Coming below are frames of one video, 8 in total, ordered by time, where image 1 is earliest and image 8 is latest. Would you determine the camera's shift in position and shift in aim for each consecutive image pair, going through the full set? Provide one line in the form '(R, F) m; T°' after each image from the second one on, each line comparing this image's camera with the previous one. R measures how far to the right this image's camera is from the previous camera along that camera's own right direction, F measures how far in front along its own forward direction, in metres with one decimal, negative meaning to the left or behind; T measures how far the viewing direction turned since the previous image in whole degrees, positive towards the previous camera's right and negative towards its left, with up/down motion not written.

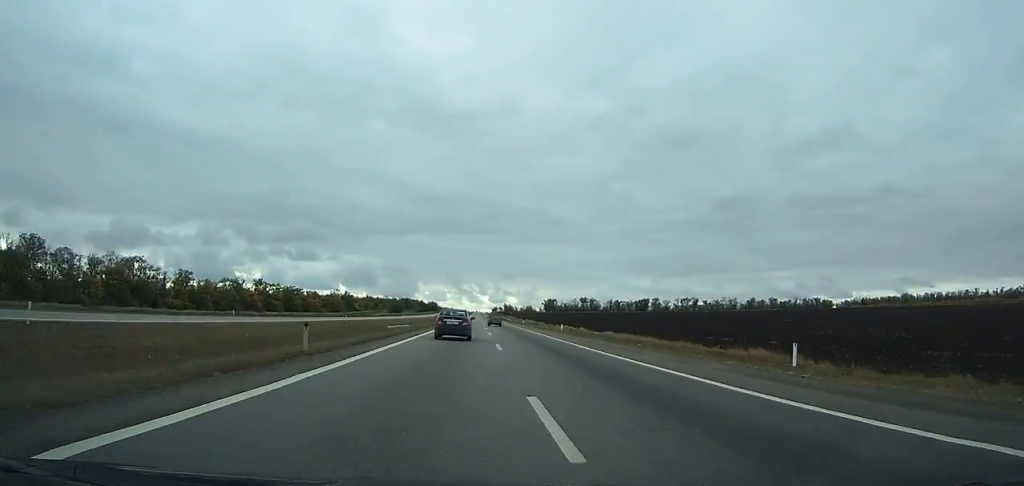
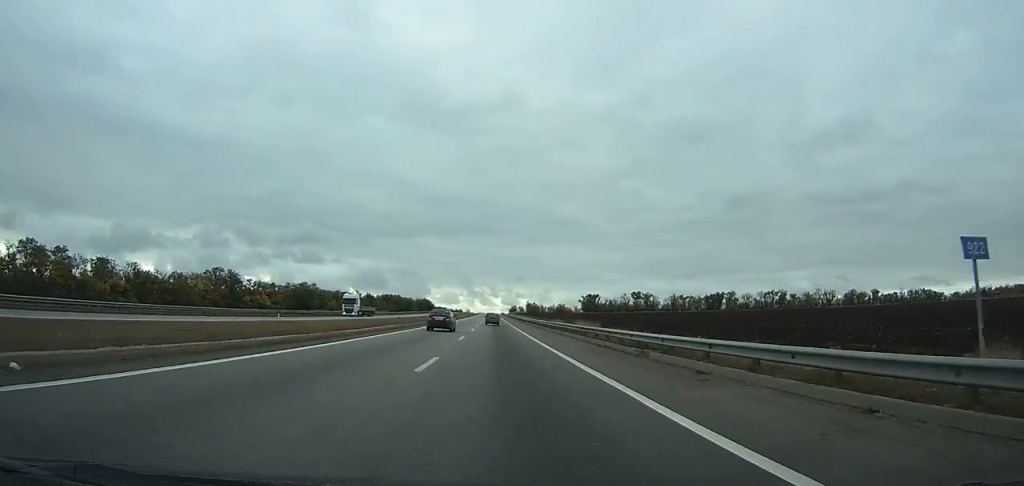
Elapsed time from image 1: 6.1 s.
(+0.1, +169.3) m; -1°
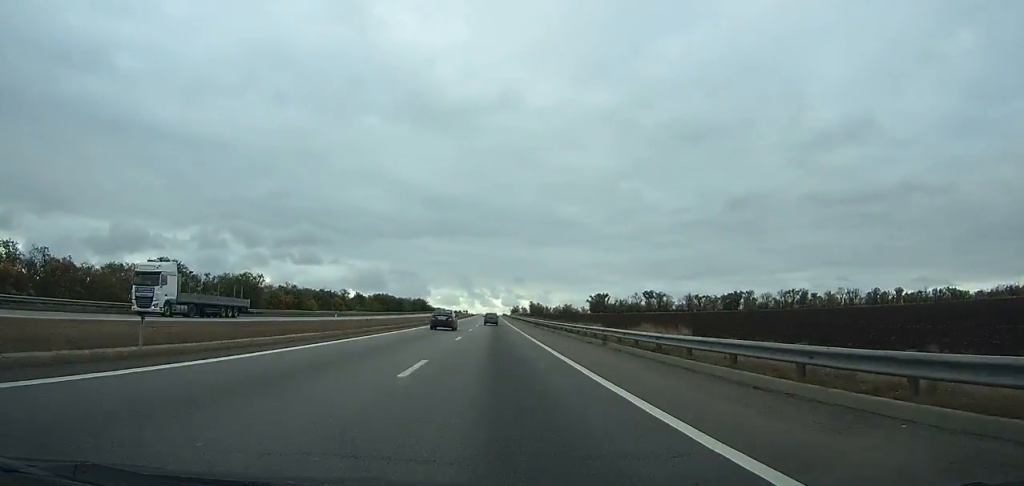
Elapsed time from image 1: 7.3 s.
(-0.1, +33.5) m; 0°
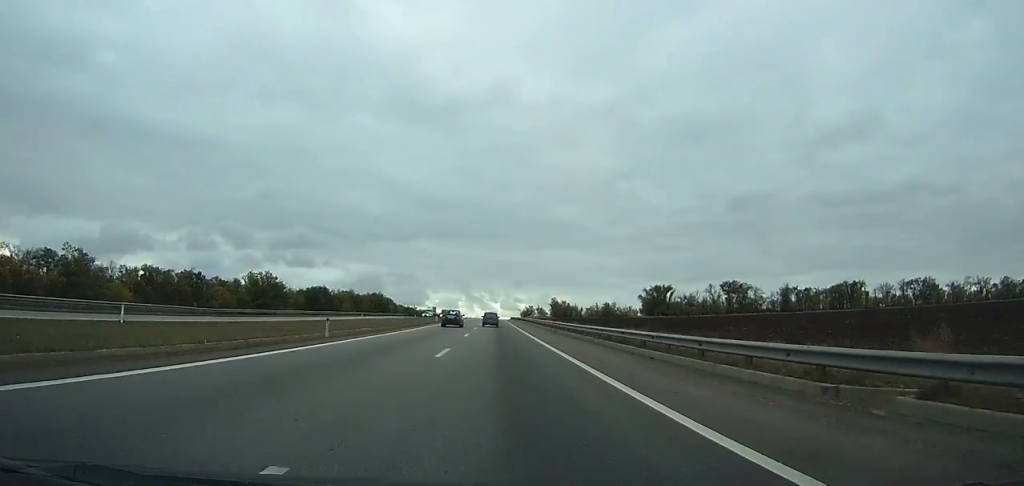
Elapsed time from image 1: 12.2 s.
(-0.6, +137.7) m; 0°
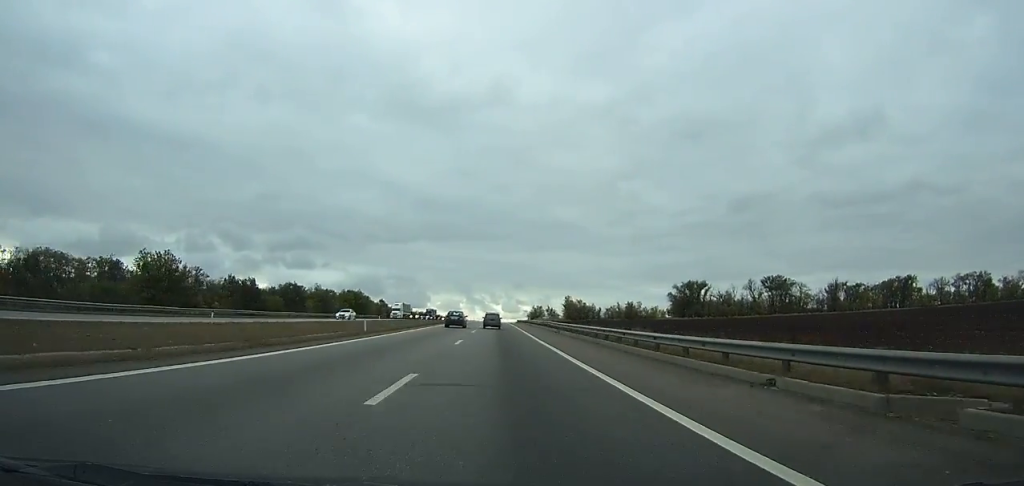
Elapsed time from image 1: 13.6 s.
(+0.1, +40.4) m; 0°
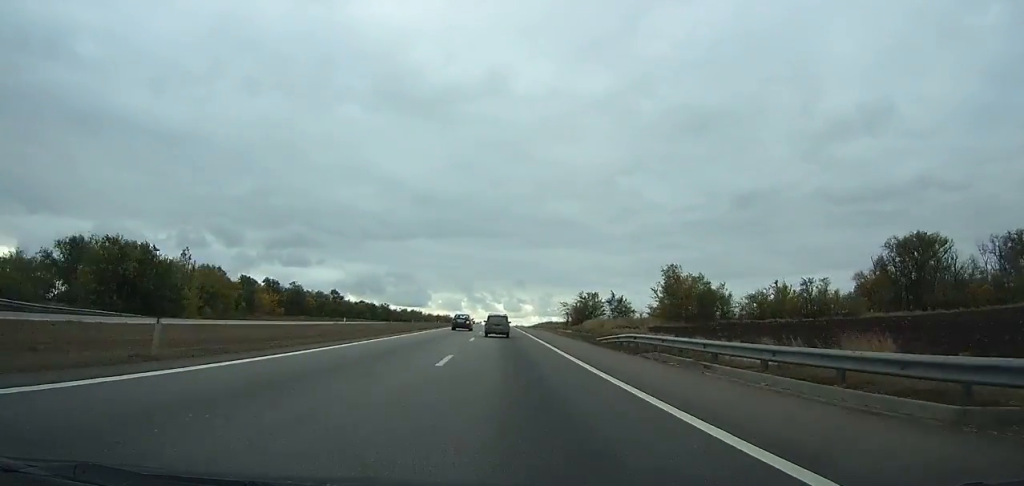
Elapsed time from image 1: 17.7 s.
(0.0, +120.4) m; 0°
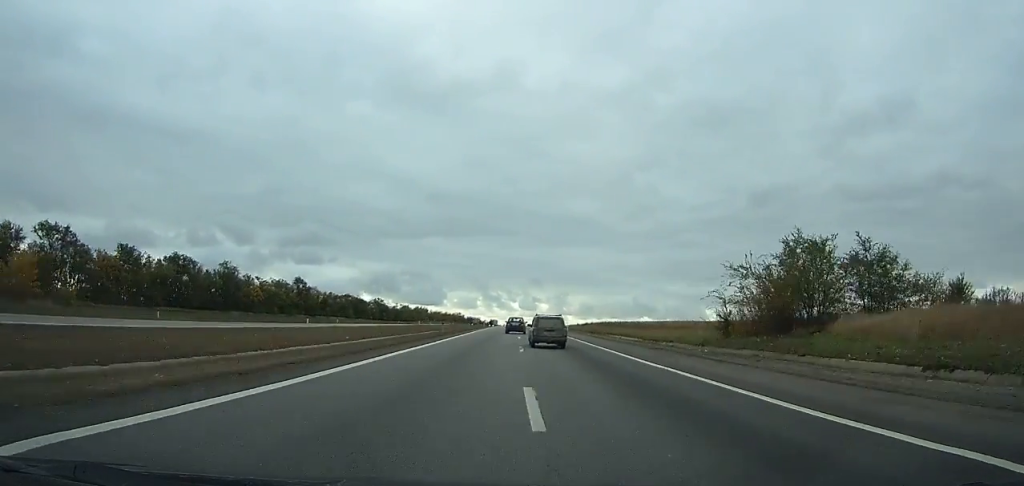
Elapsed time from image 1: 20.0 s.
(-0.5, +70.1) m; 0°
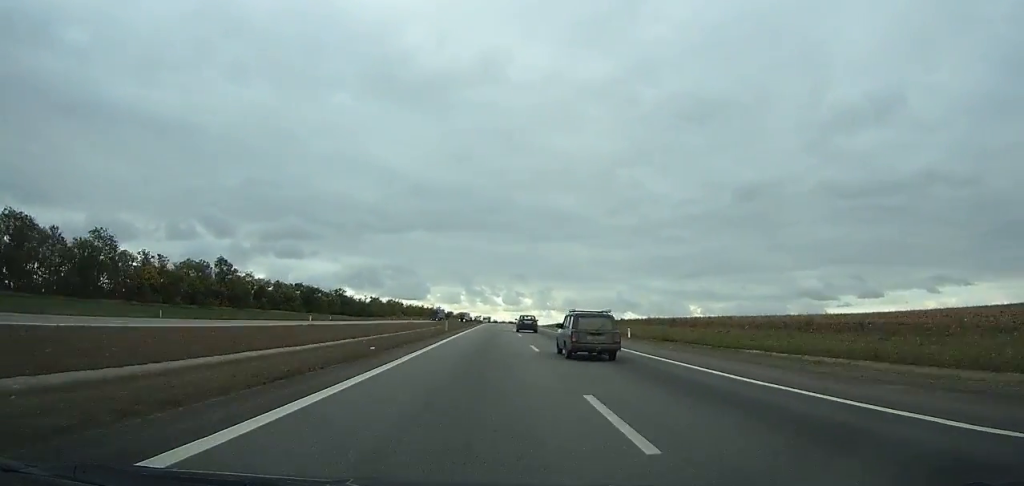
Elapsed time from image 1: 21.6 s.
(-0.2, +49.6) m; 0°
